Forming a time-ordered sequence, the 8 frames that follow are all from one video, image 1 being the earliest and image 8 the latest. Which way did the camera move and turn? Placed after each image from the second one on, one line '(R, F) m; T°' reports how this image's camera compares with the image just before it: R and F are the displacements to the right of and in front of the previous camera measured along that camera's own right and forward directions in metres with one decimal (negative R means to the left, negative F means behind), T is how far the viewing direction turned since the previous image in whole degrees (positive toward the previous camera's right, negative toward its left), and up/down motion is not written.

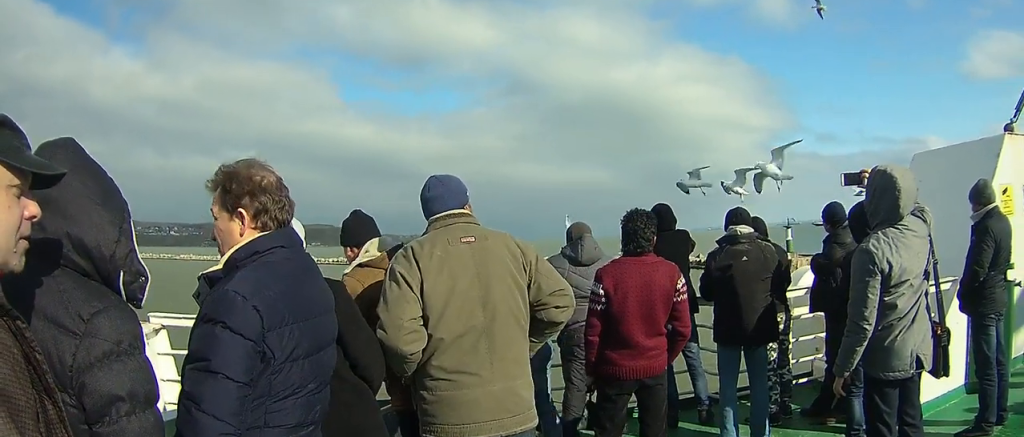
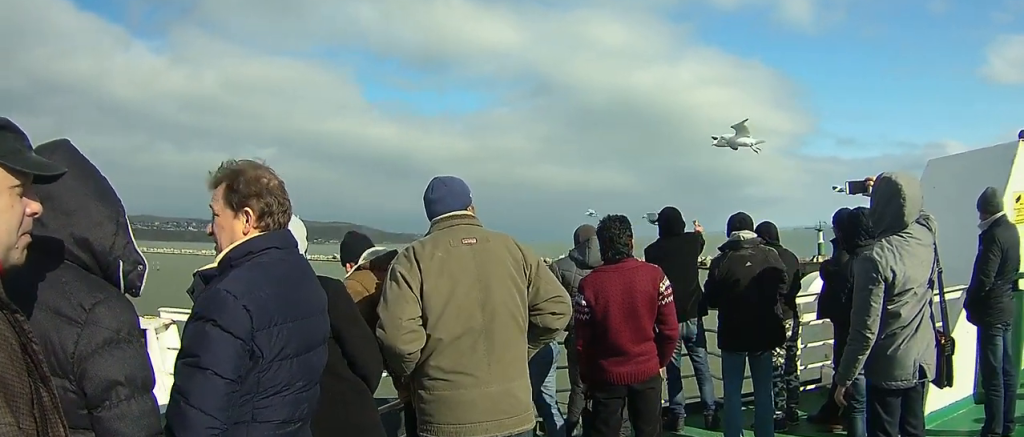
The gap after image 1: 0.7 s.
(0.0, +2.7) m; +2°
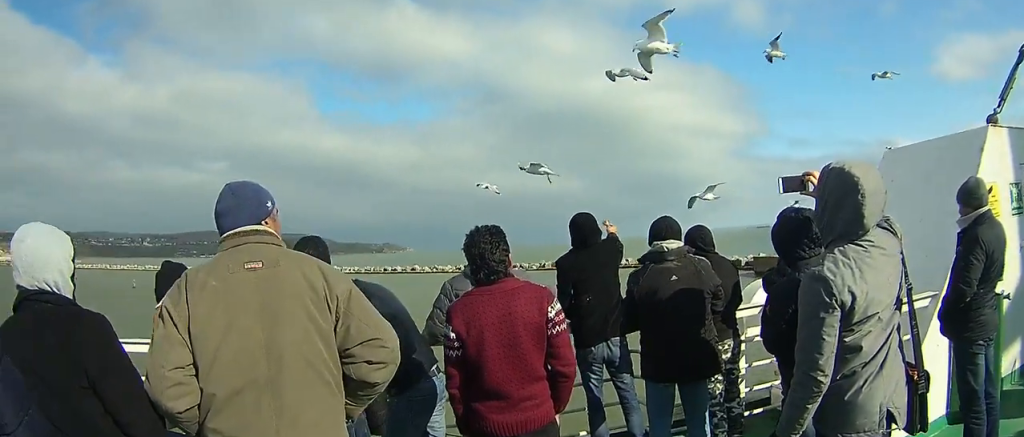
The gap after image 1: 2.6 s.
(+0.3, +7.4) m; +3°
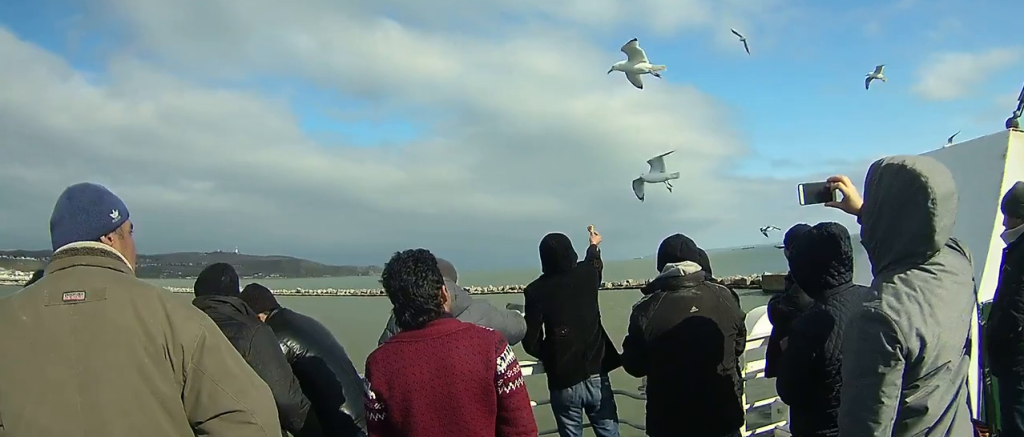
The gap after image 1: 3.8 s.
(0.0, +4.4) m; -1°
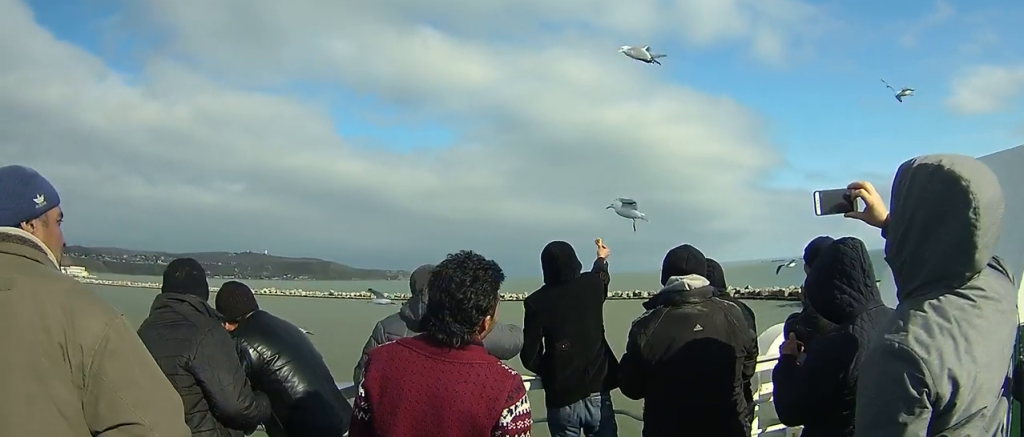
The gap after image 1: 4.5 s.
(0.0, +2.4) m; -1°
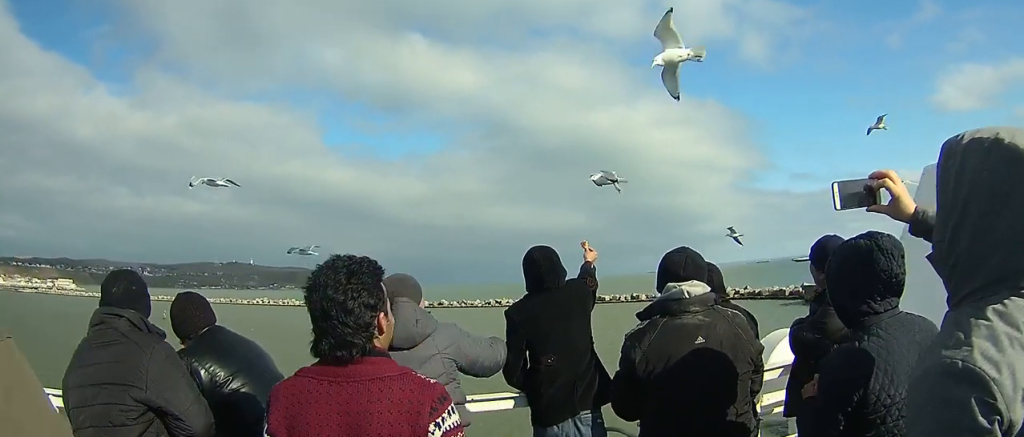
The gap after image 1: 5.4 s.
(-0.1, +3.4) m; -1°
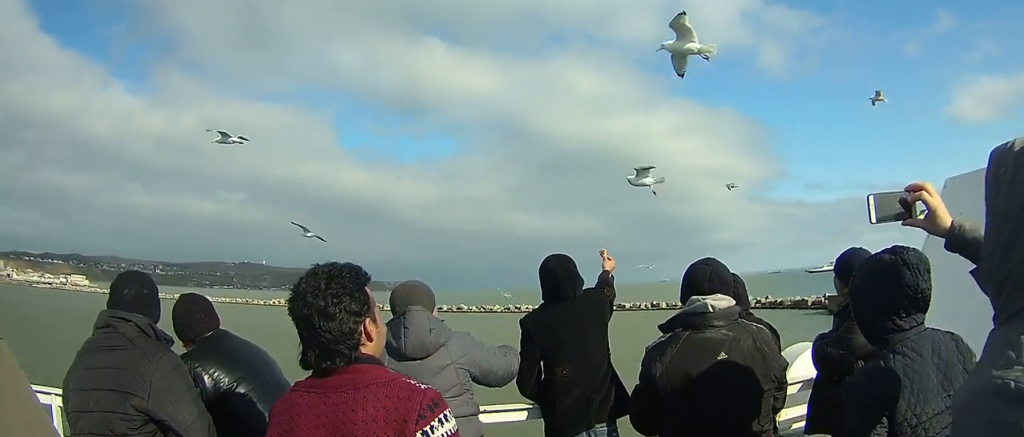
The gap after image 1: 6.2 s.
(0.0, +2.5) m; 0°
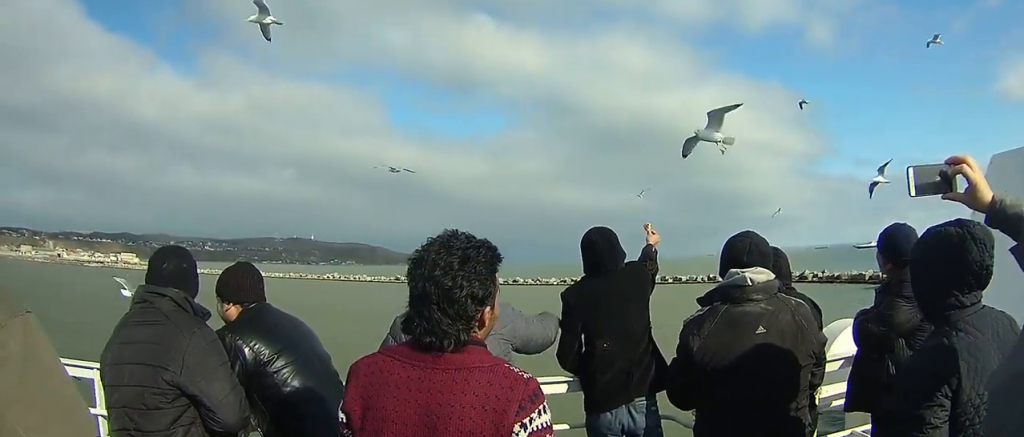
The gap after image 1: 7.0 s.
(-0.1, +2.9) m; -1°
